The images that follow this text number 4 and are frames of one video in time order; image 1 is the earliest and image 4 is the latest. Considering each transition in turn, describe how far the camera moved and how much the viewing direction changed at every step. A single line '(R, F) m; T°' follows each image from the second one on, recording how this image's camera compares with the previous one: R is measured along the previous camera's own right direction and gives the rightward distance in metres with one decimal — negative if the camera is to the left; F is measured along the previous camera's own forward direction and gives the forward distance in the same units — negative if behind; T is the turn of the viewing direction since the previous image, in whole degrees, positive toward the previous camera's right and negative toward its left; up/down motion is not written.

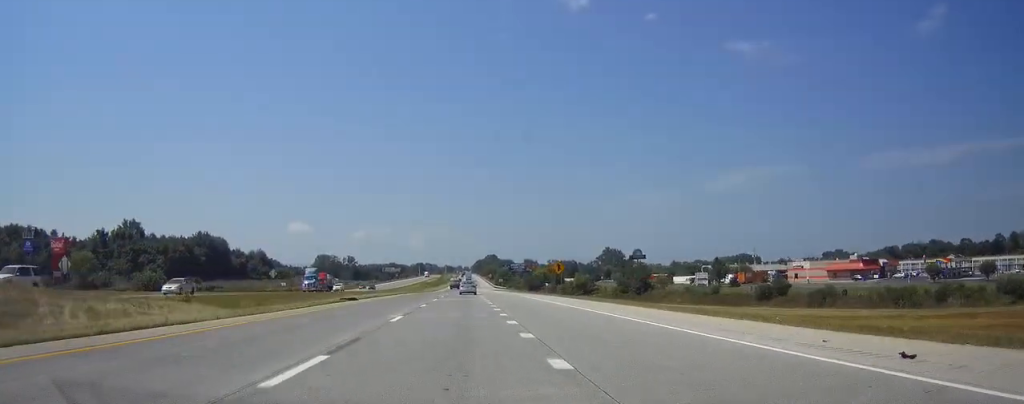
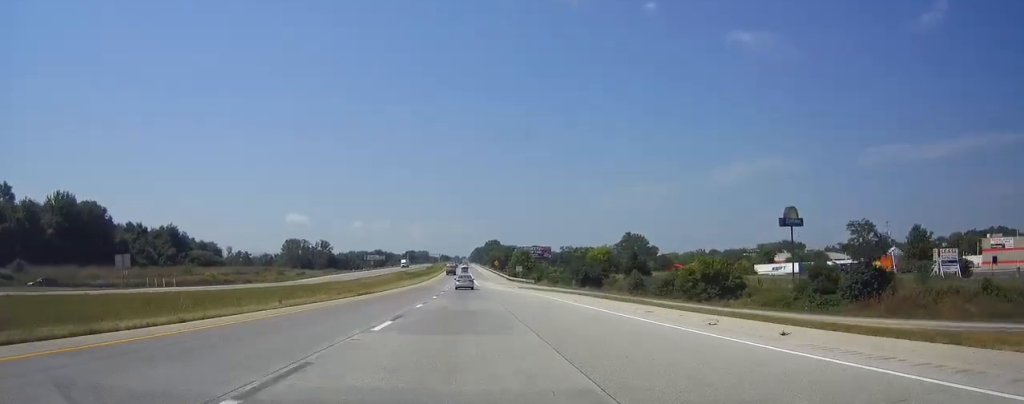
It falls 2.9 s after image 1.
(+0.1, +89.6) m; 0°
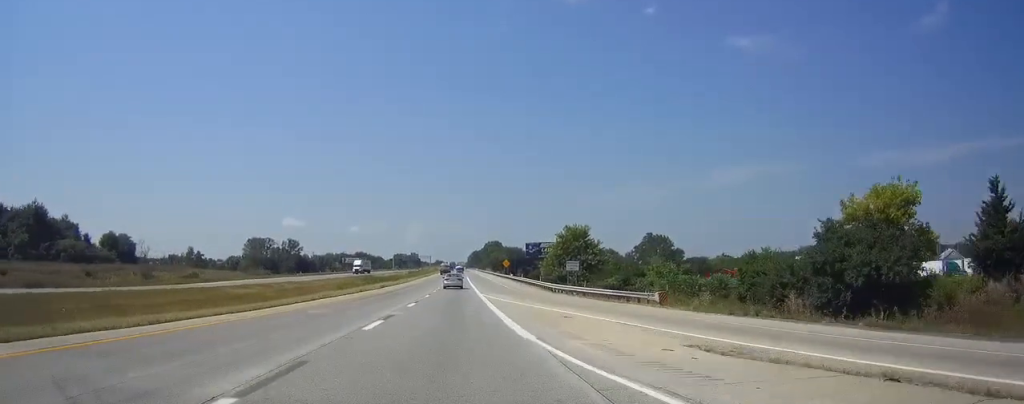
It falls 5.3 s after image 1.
(-0.1, +73.1) m; 0°
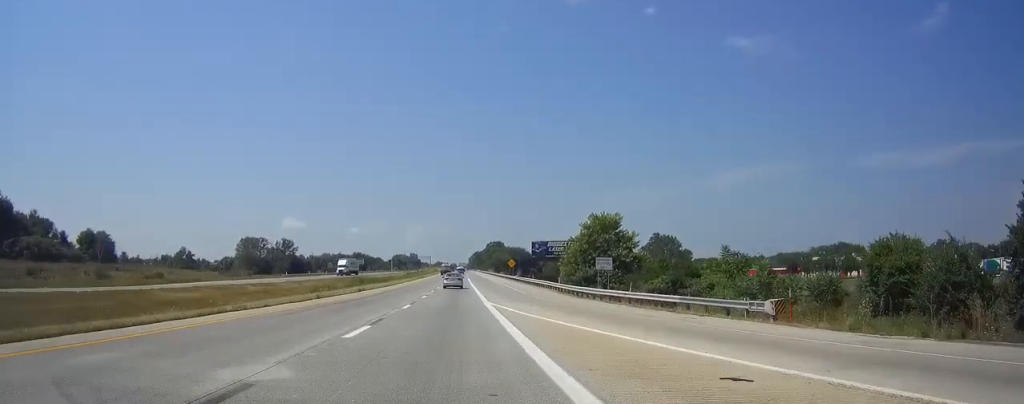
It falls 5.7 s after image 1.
(0.0, +14.5) m; 0°
